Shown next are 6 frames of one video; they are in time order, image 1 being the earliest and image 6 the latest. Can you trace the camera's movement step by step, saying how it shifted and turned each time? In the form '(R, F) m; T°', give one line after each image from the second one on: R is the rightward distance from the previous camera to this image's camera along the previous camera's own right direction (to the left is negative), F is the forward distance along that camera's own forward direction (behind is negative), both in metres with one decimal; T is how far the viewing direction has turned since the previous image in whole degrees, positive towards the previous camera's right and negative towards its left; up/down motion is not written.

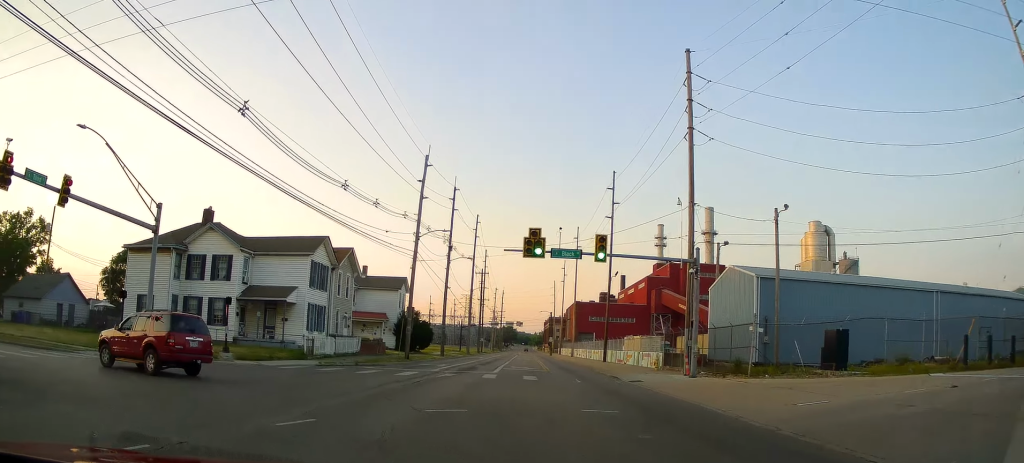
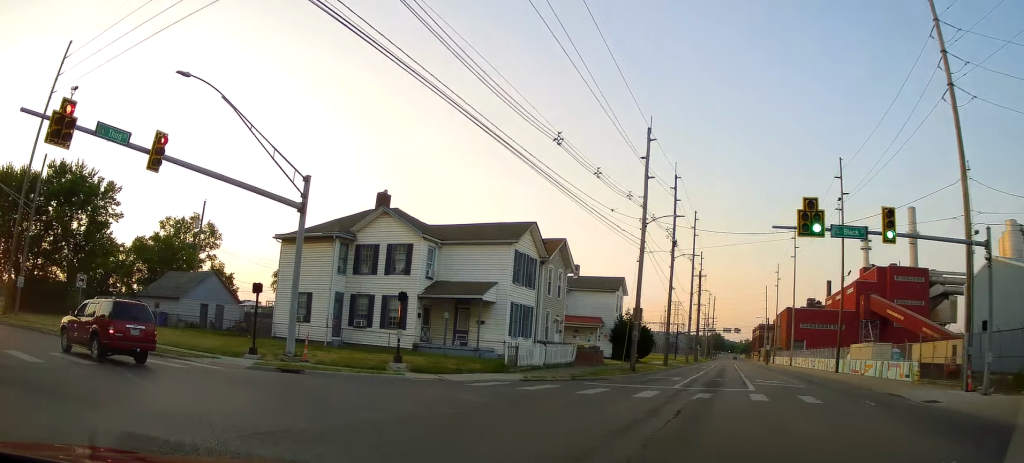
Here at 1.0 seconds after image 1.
(-1.7, +6.6) m; -18°
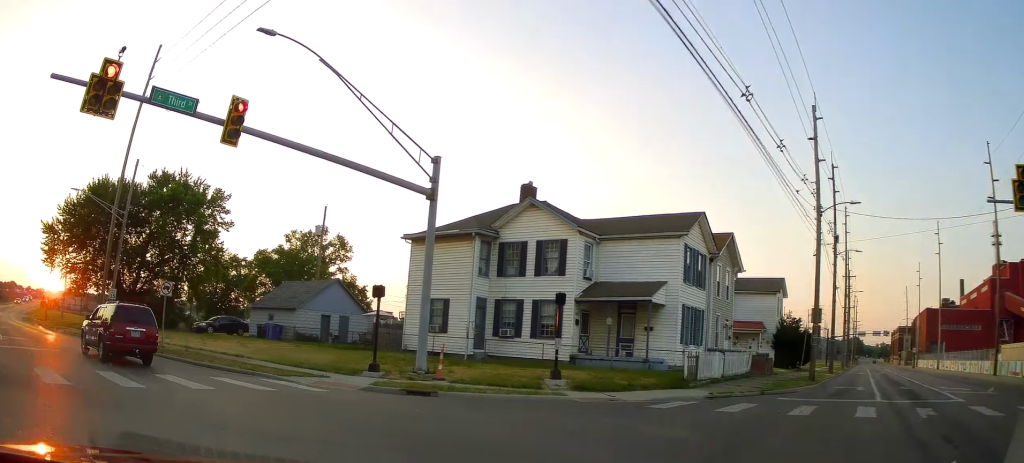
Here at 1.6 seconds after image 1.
(-0.3, +4.4) m; -8°
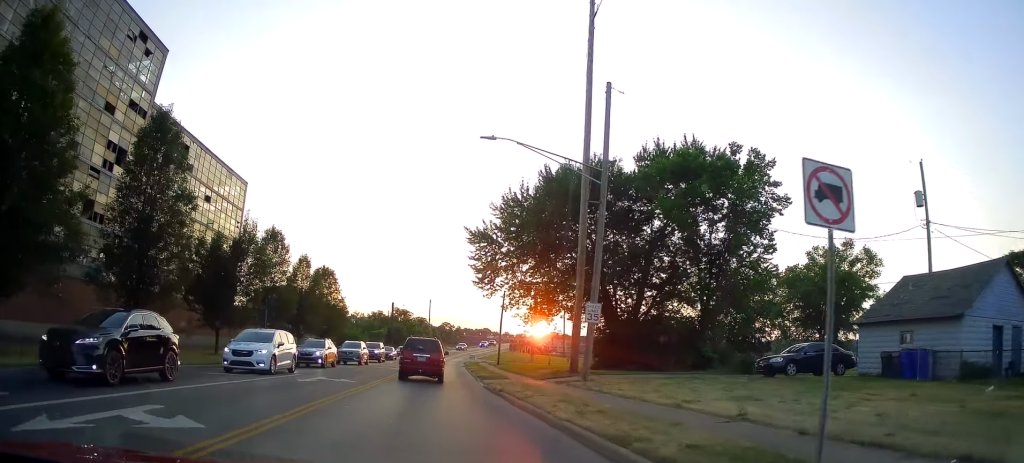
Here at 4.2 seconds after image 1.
(-5.1, +19.7) m; -24°
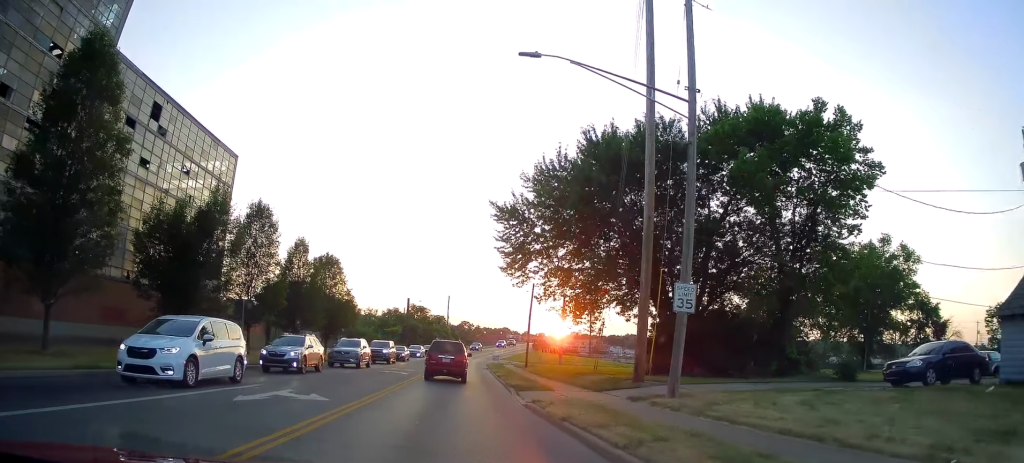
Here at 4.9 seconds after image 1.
(-0.5, +6.9) m; -8°
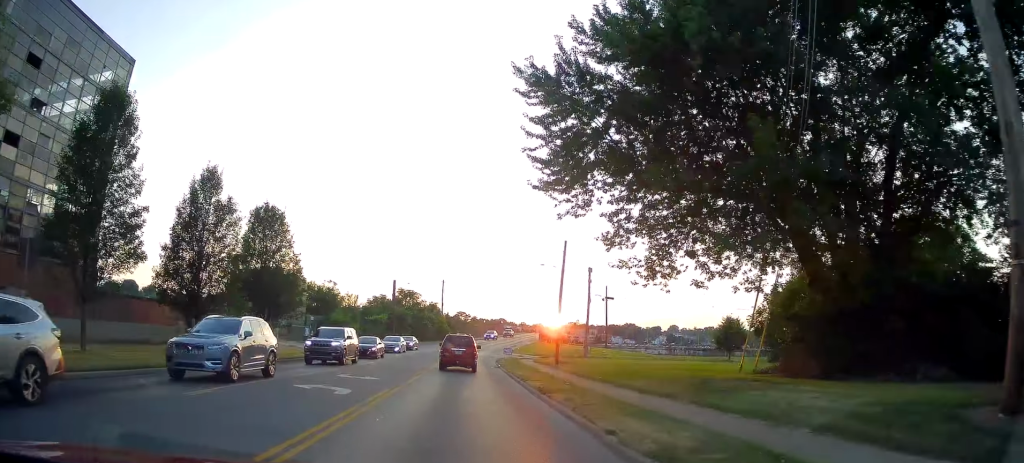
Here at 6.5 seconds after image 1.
(-1.7, +15.5) m; -7°
